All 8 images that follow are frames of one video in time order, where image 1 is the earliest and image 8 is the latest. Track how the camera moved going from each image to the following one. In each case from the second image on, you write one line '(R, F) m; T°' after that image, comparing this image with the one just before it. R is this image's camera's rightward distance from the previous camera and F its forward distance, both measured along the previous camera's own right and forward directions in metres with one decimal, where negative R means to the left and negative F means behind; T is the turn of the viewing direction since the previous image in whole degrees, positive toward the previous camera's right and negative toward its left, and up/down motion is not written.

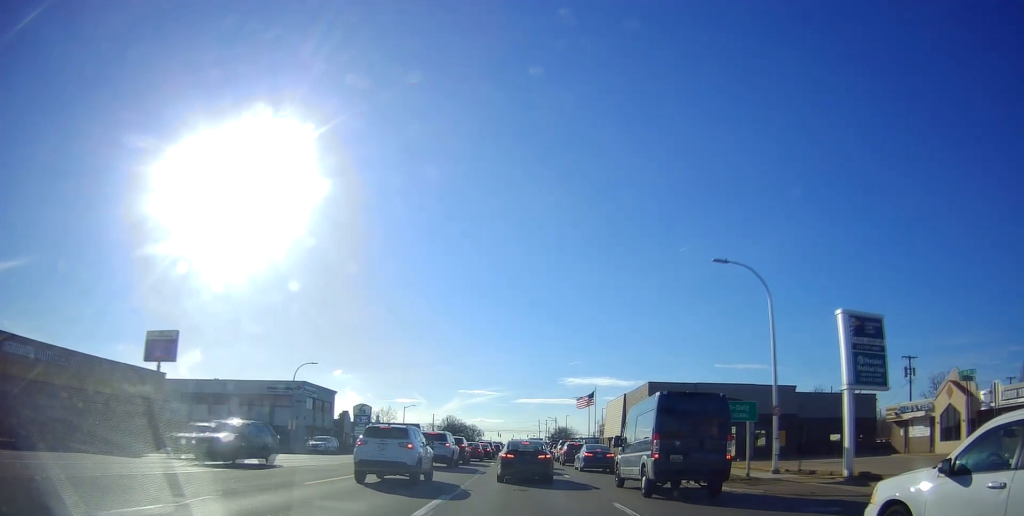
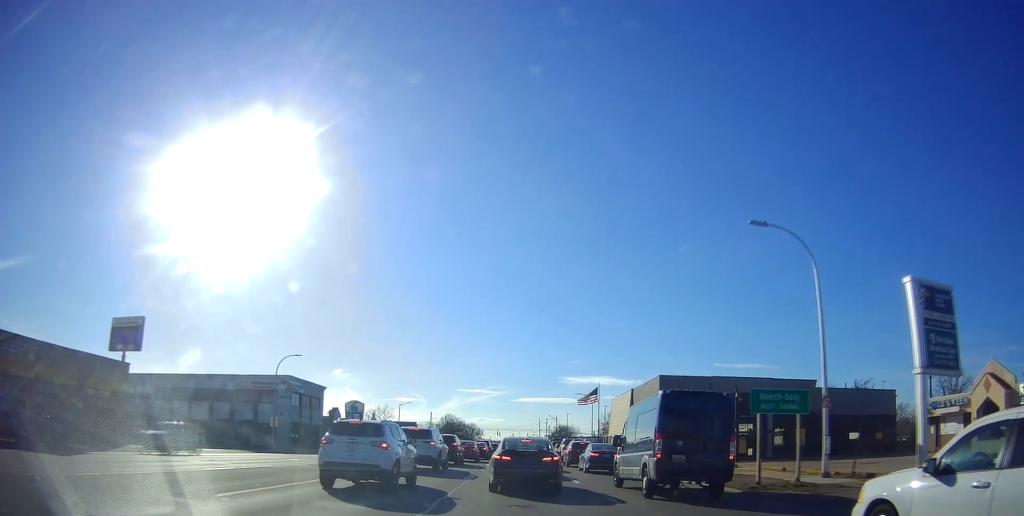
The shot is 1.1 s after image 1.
(-0.2, +5.6) m; -2°
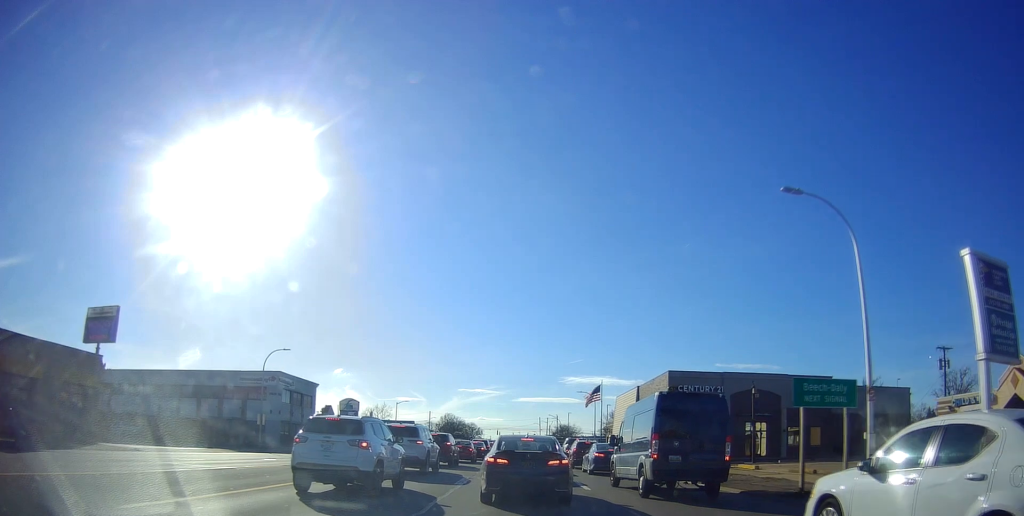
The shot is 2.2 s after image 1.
(+0.1, +6.9) m; +3°
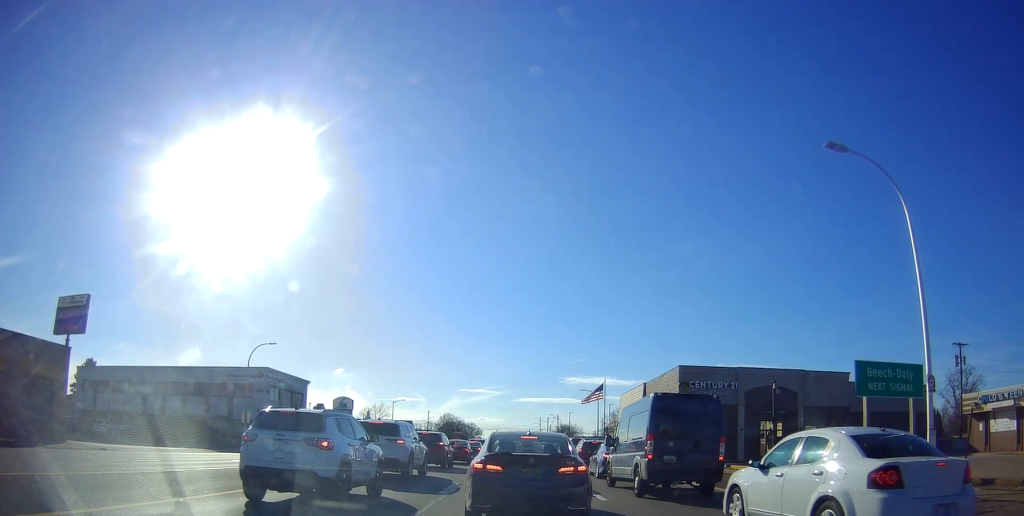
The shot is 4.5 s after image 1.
(+0.2, +7.4) m; +2°
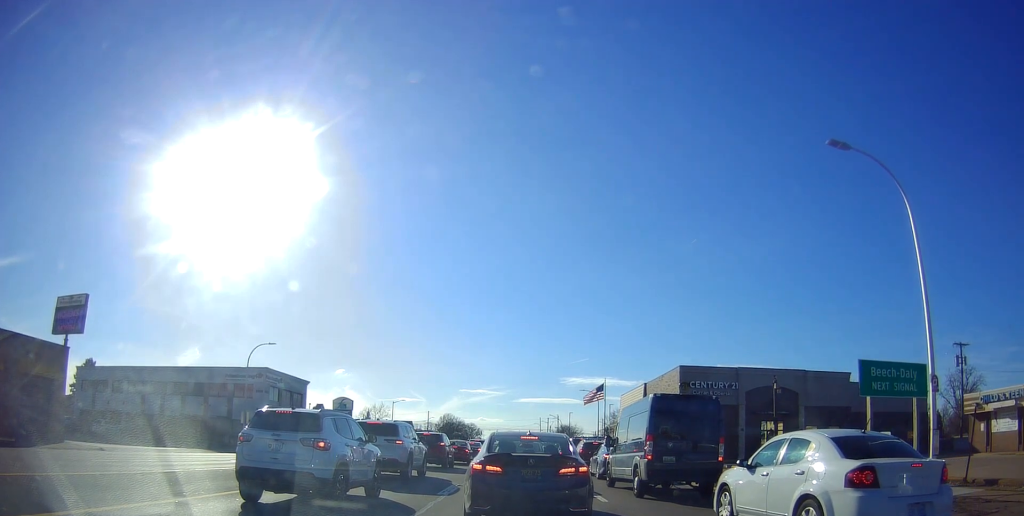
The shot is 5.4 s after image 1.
(0.0, +1.0) m; 0°
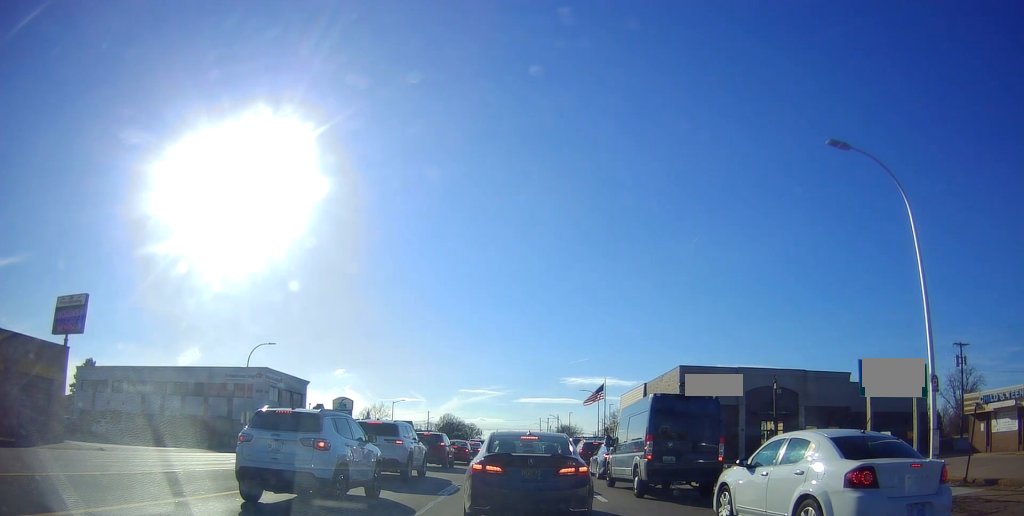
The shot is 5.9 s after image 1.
(0.0, +0.3) m; 0°
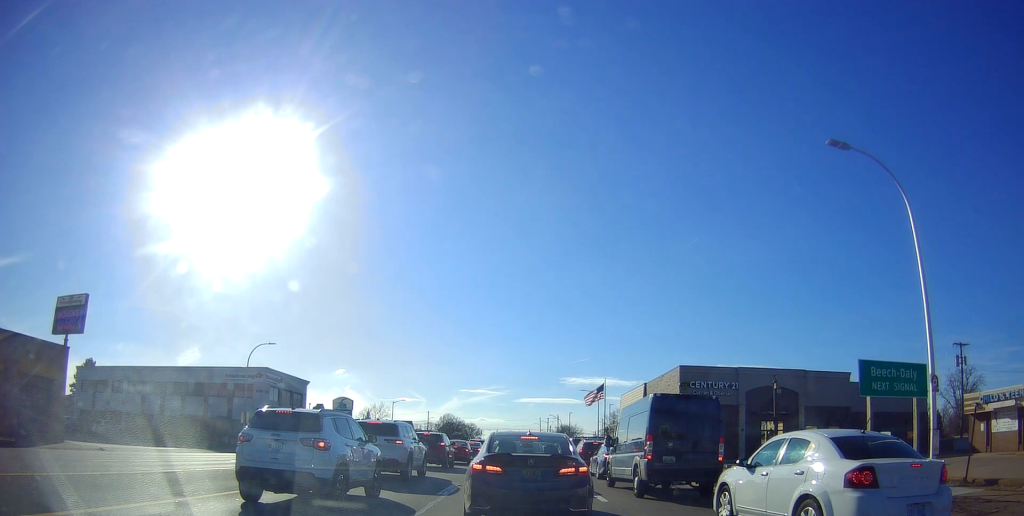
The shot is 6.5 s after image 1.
(0.0, 0.0) m; 0°
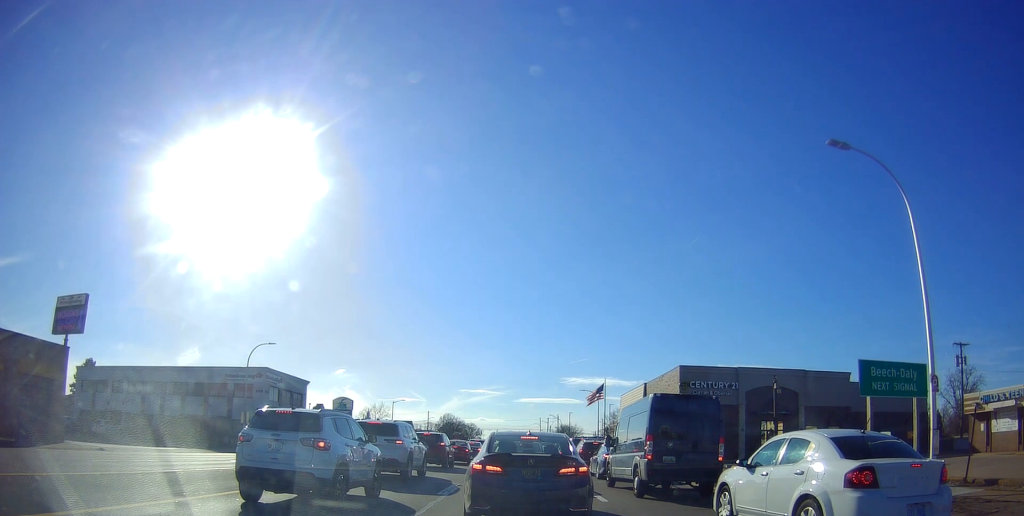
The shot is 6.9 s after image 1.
(0.0, 0.0) m; 0°
